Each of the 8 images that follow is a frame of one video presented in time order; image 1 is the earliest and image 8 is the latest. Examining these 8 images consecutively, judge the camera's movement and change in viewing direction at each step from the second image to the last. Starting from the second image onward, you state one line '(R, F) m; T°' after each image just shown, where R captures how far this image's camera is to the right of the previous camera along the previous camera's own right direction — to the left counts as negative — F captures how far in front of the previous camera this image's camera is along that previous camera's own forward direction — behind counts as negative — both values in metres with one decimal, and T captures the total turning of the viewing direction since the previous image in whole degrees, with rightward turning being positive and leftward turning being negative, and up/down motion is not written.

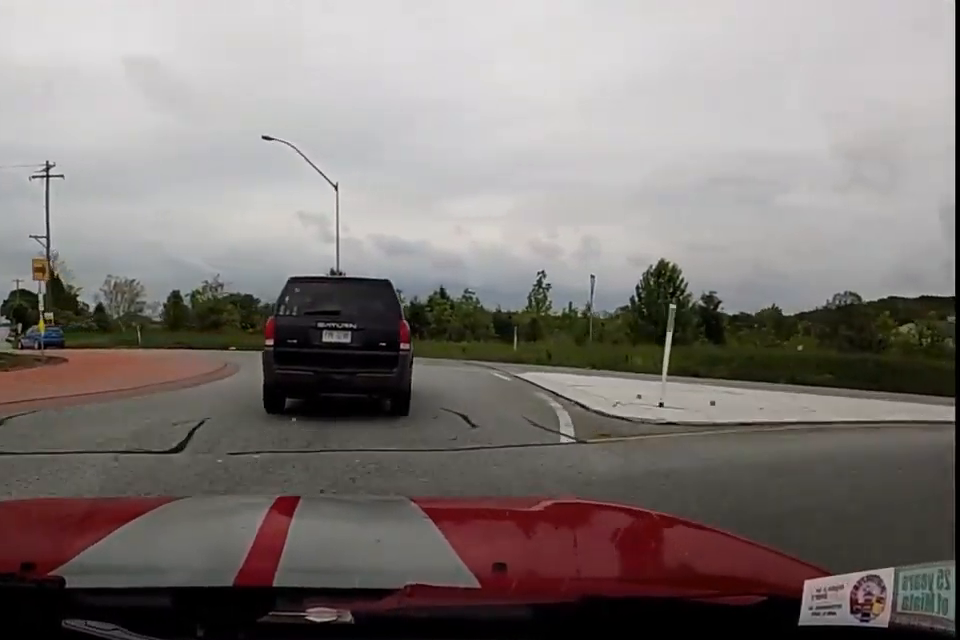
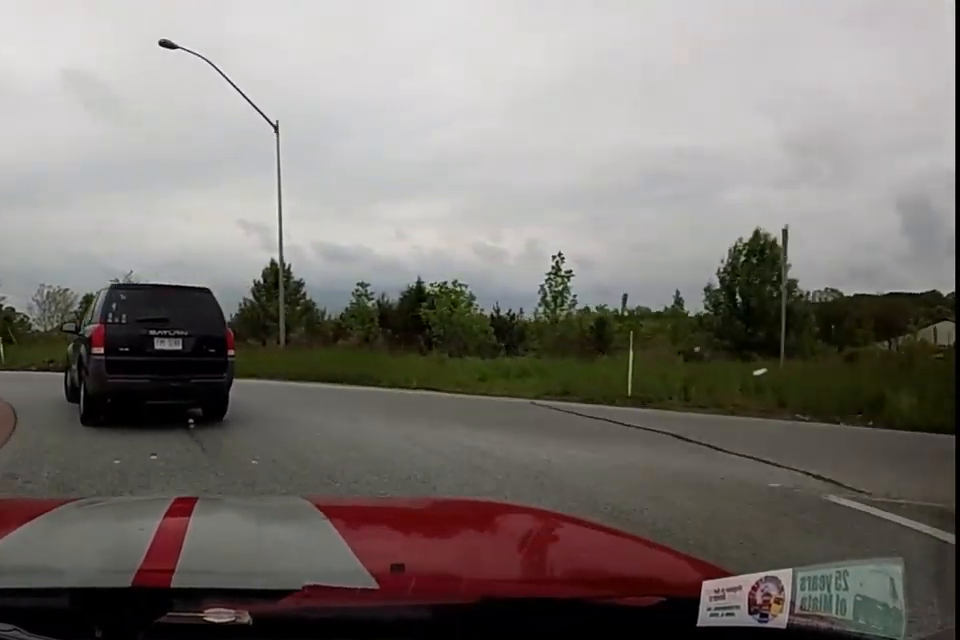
(-0.7, +11.4) m; -23°
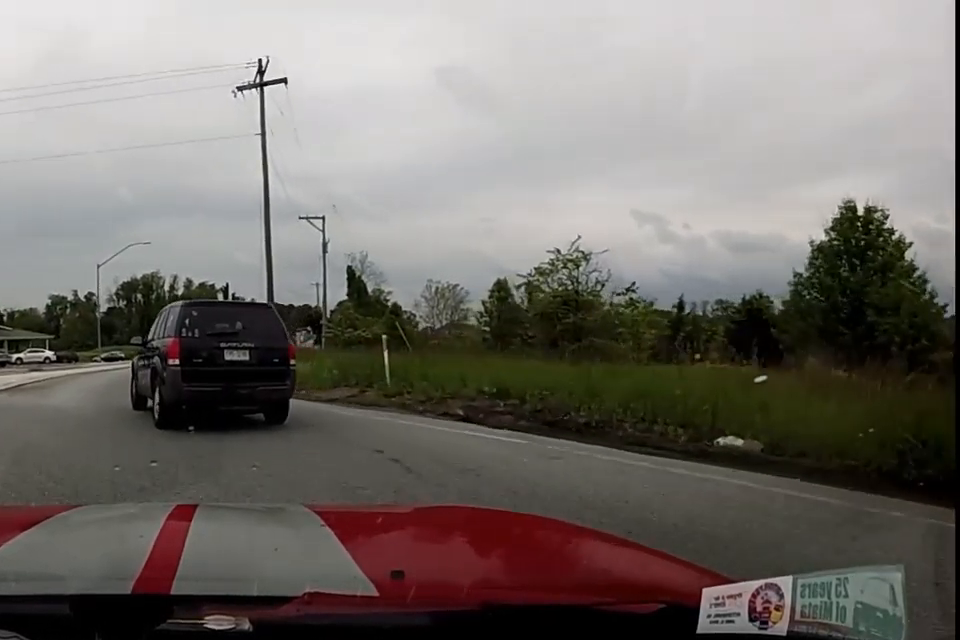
(-4.1, +15.6) m; -9°
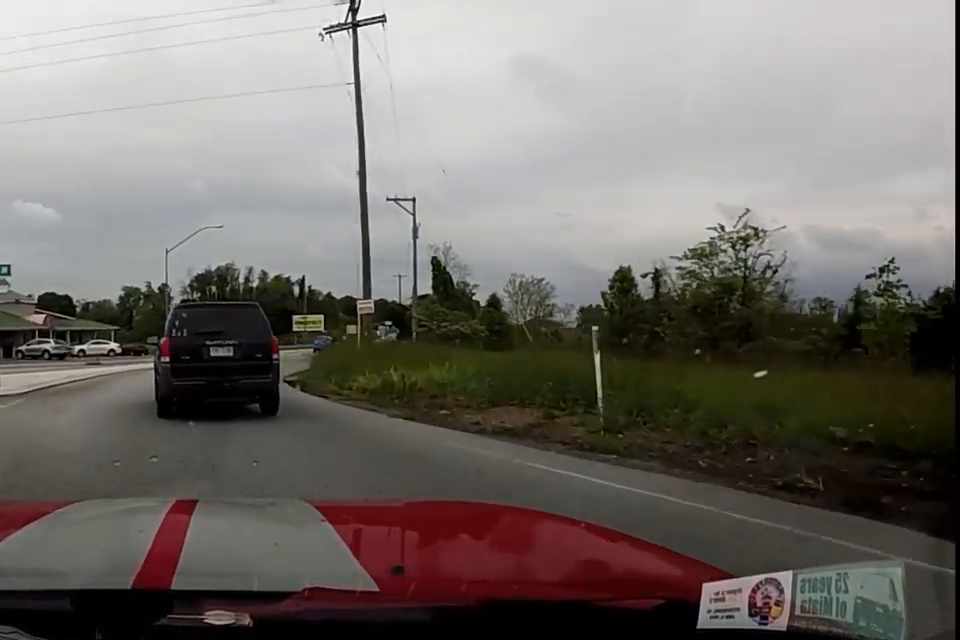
(+0.5, +6.1) m; +4°
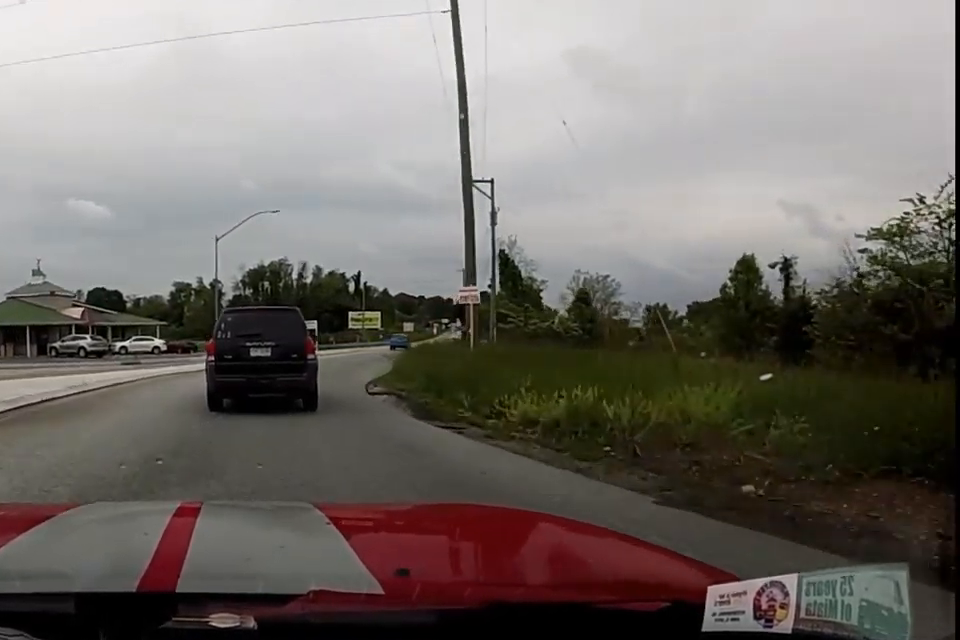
(+0.4, +6.0) m; +4°
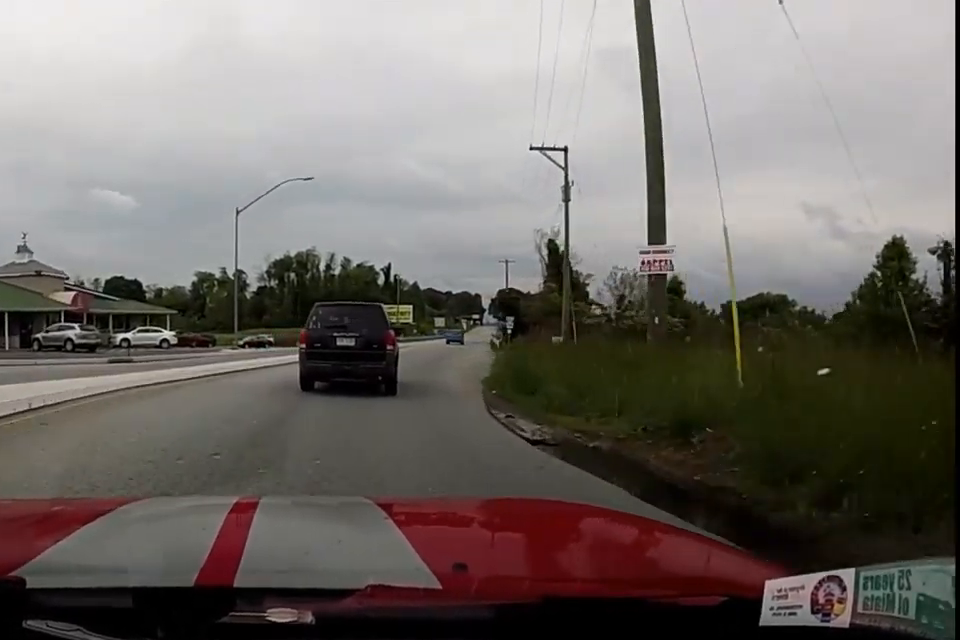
(0.0, +9.1) m; 0°
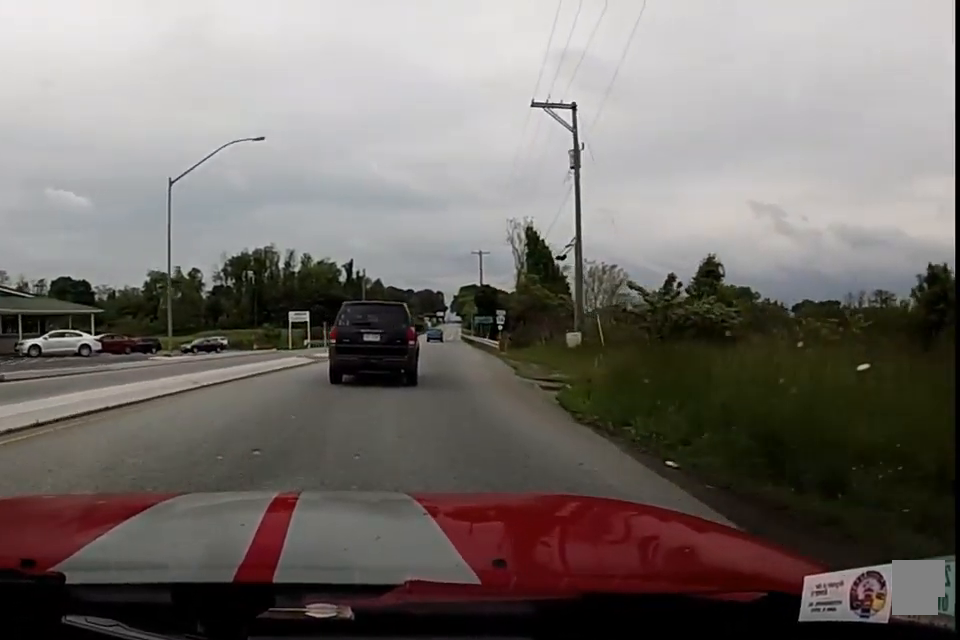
(0.0, +9.1) m; 0°
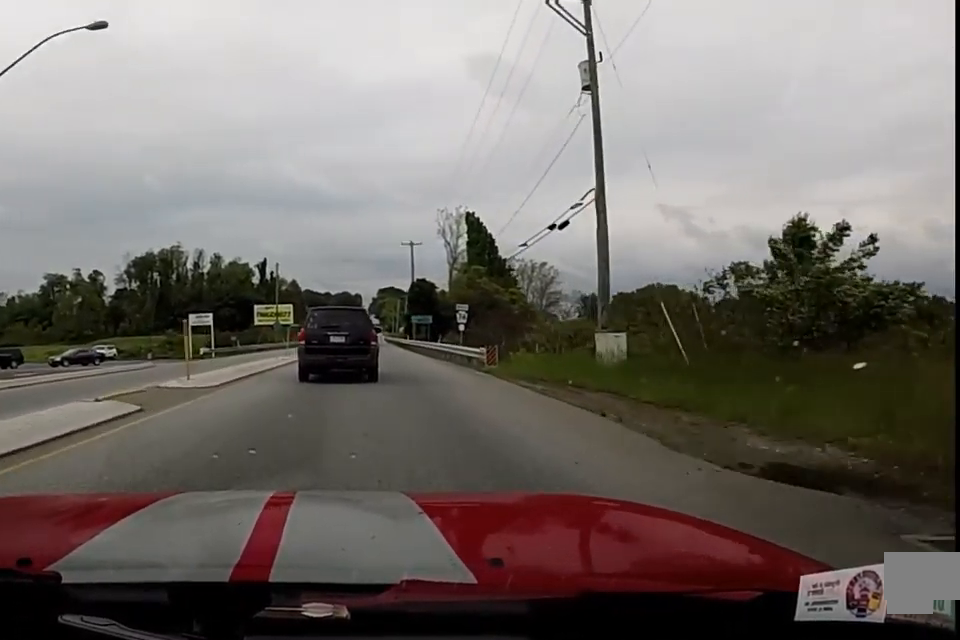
(0.0, +13.3) m; +3°
